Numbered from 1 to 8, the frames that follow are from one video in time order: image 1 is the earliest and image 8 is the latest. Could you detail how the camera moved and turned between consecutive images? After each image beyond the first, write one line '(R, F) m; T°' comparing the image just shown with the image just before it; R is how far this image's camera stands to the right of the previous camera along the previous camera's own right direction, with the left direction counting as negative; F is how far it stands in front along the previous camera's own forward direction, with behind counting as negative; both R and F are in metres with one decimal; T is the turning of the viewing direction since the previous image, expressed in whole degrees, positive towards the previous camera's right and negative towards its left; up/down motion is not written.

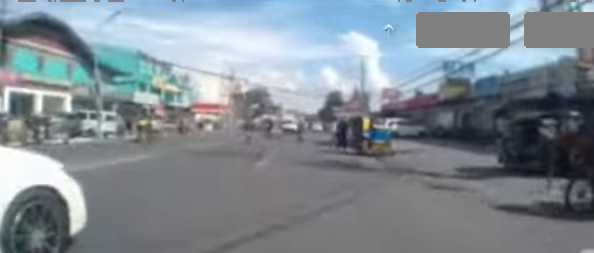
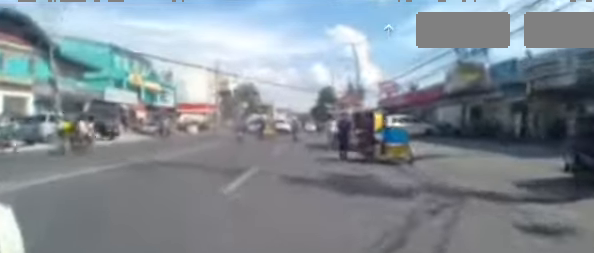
(-0.1, +3.1) m; -1°
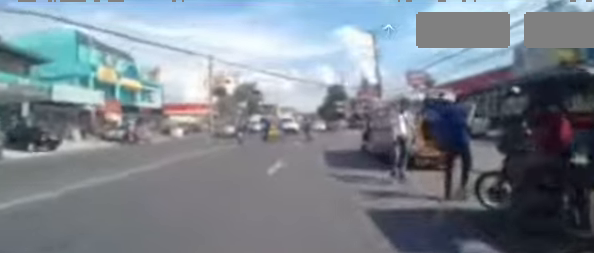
(0.0, +8.0) m; -5°
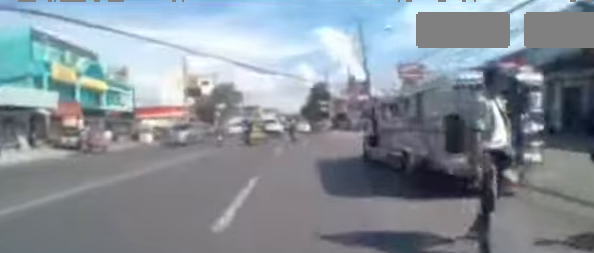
(-0.3, +3.0) m; -2°
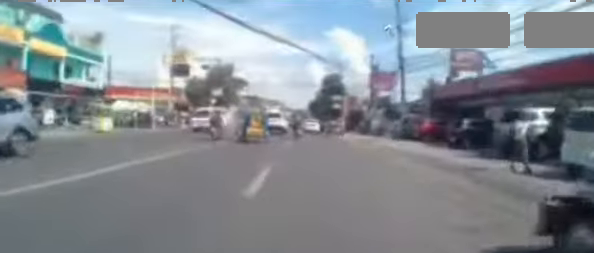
(+0.1, +7.3) m; +3°
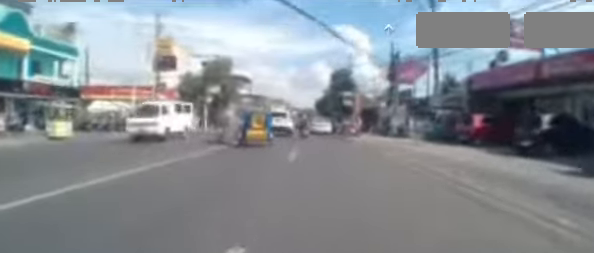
(+0.1, +4.9) m; +4°
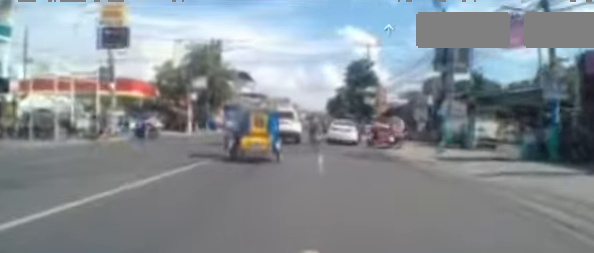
(+0.6, +8.4) m; +5°
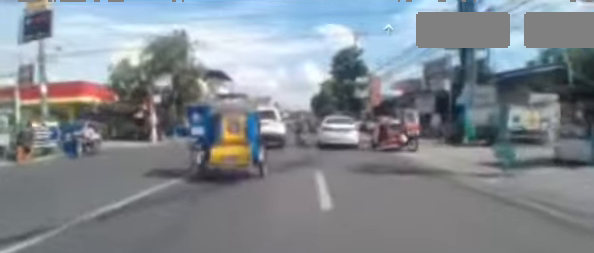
(-0.1, +4.1) m; 0°
